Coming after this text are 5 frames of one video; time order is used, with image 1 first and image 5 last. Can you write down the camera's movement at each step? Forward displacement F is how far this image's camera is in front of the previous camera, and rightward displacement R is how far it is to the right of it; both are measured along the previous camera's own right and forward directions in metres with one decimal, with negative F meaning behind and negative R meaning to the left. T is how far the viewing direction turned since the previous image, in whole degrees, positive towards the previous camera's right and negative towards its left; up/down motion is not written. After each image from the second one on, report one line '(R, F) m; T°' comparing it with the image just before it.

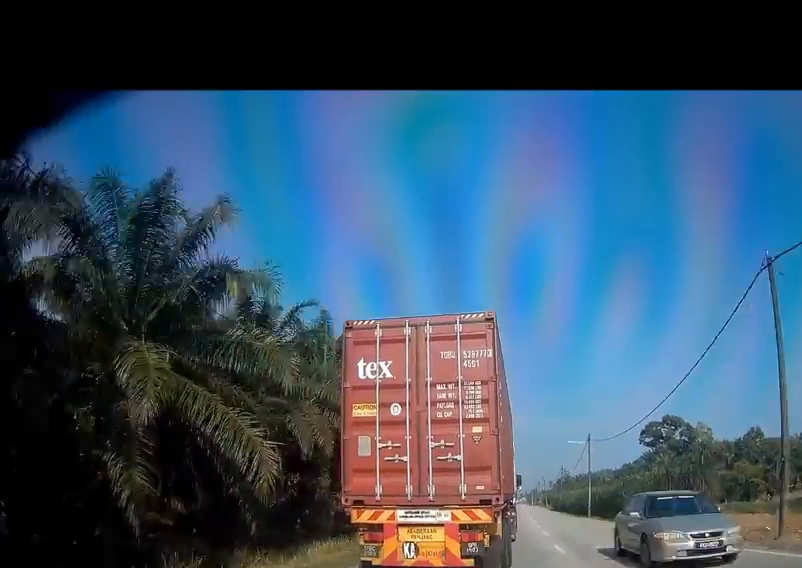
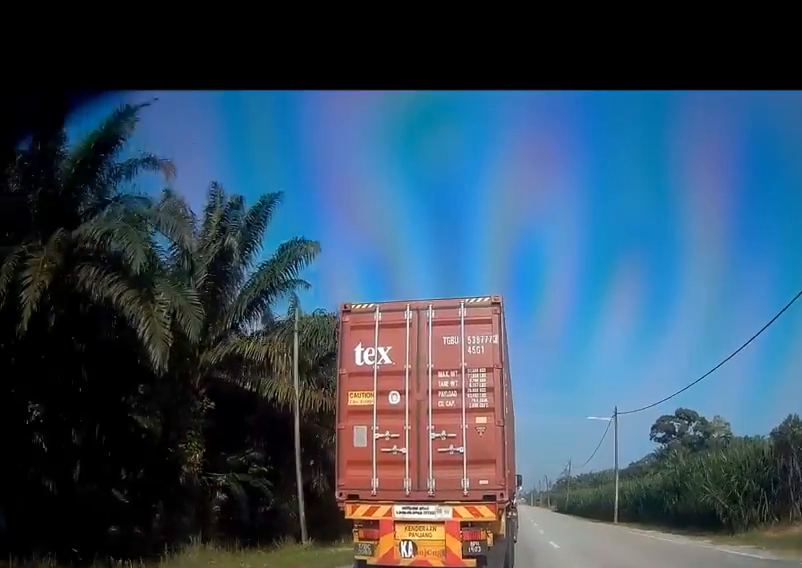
(-0.1, +13.9) m; 0°
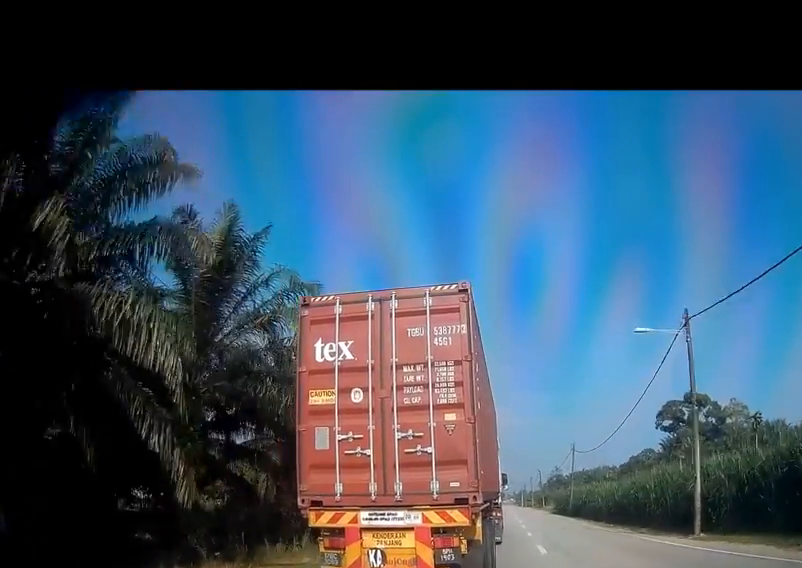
(+0.1, +19.5) m; +1°
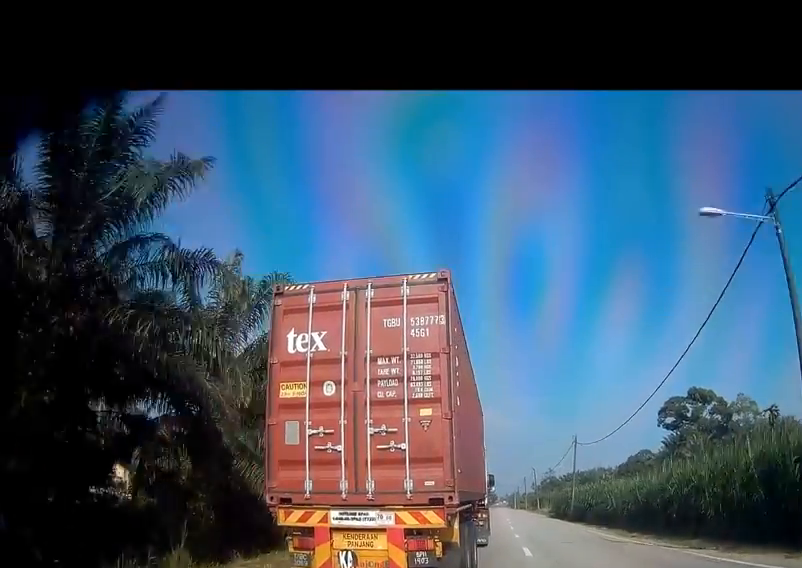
(-0.1, +8.4) m; +1°
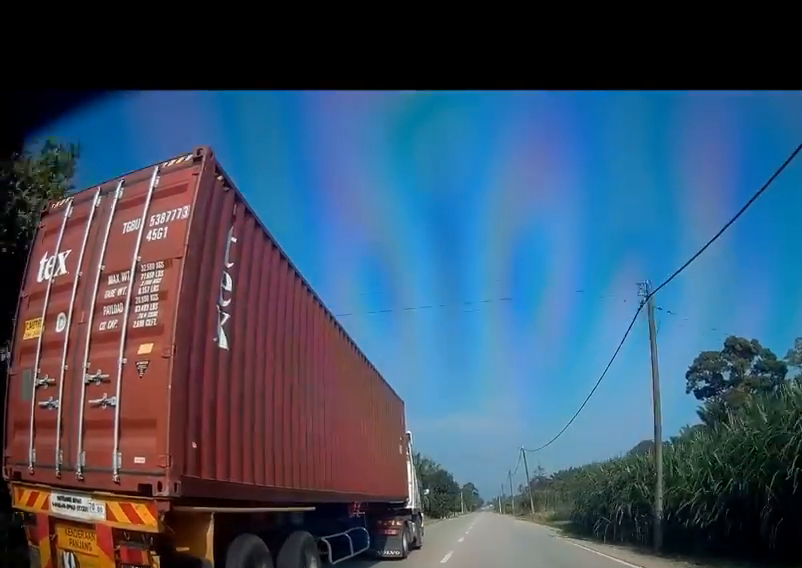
(+0.7, +32.8) m; +1°
